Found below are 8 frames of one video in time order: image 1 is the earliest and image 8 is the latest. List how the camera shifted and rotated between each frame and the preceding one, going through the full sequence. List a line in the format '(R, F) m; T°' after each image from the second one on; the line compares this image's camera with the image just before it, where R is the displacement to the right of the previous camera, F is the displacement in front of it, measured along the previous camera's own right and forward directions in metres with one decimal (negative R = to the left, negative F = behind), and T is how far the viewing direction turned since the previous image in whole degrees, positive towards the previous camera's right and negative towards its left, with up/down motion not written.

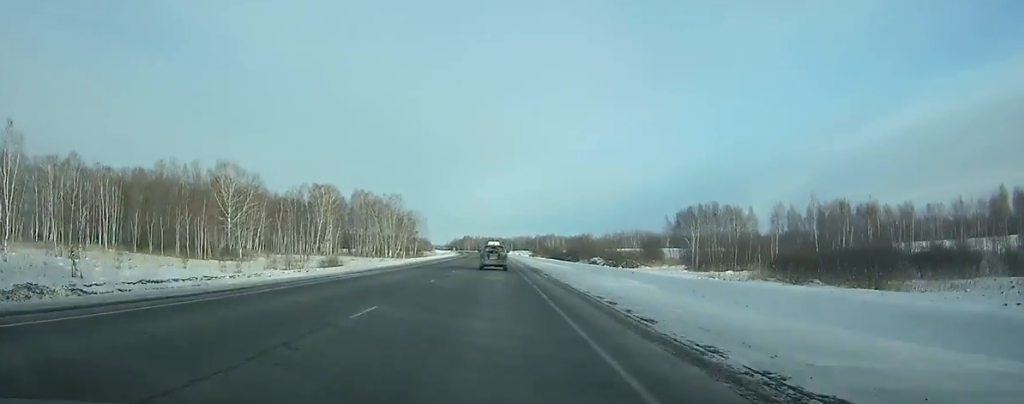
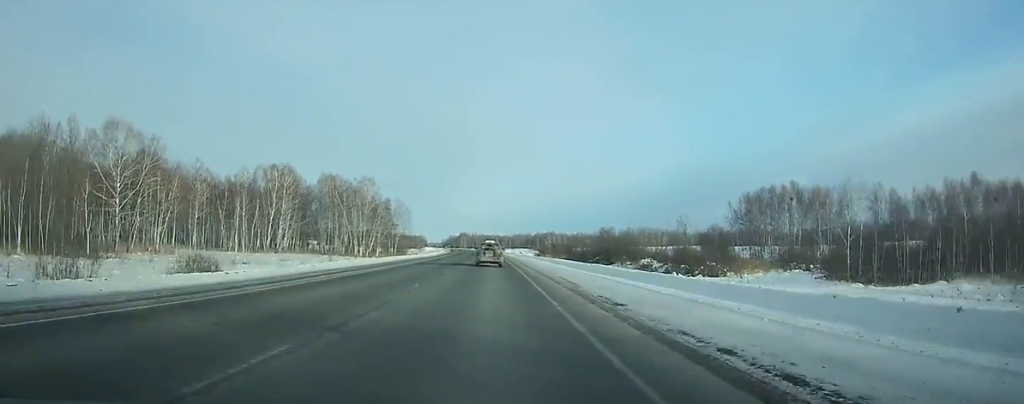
(0.0, +40.2) m; 0°
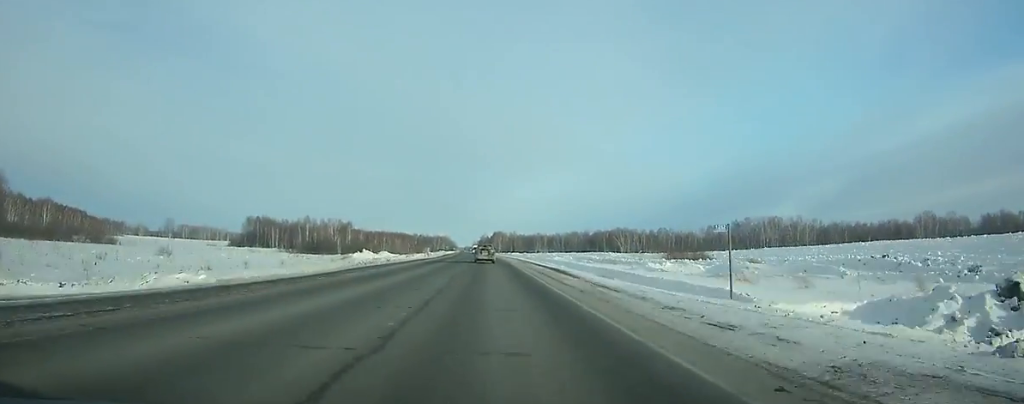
(-5.6, +211.9) m; -3°
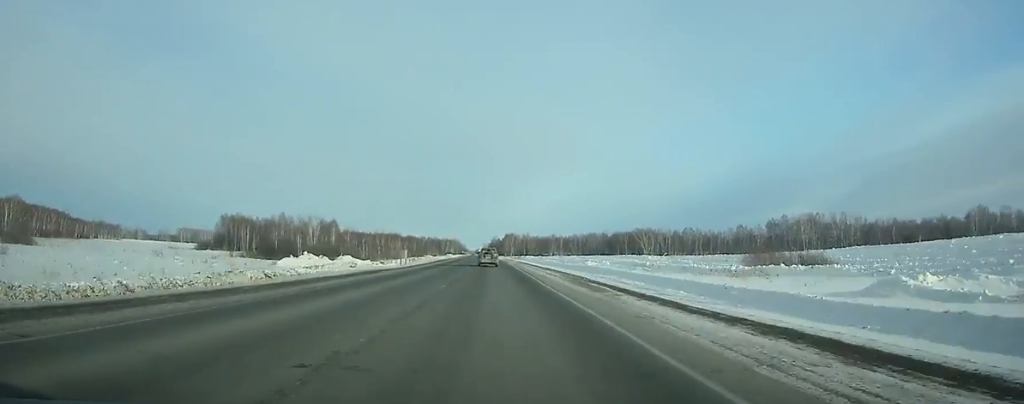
(-0.4, +38.5) m; -1°
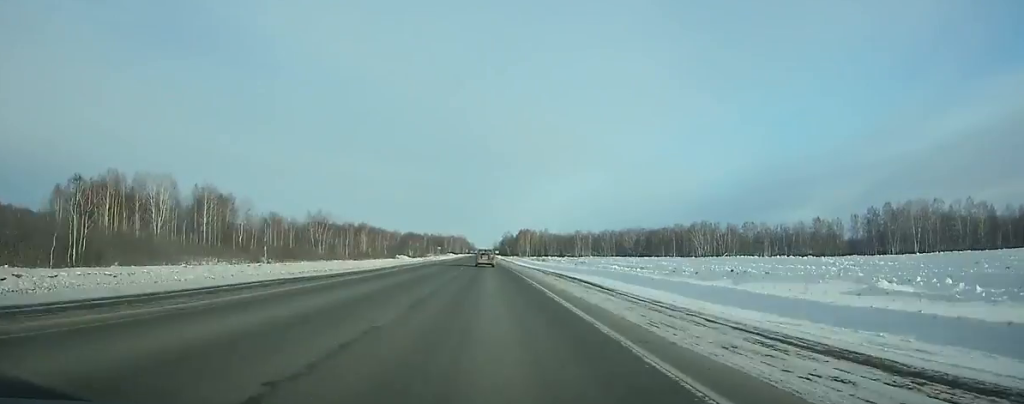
(-1.3, +92.7) m; -1°
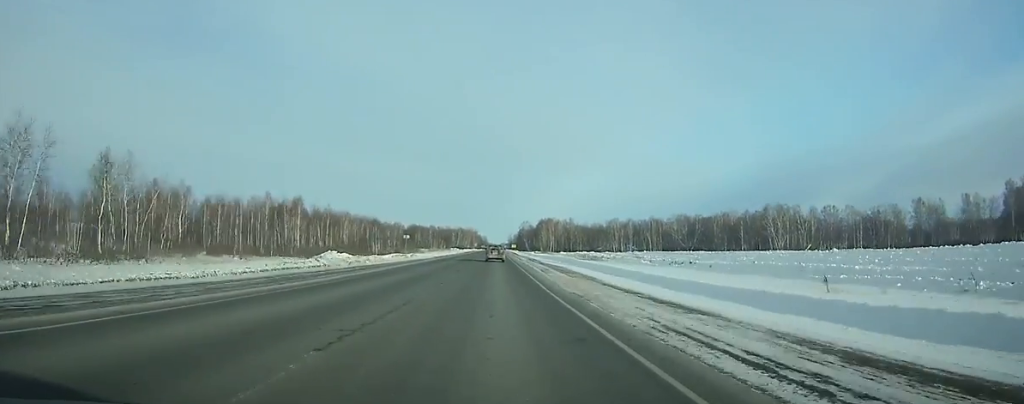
(-0.7, +77.8) m; -1°
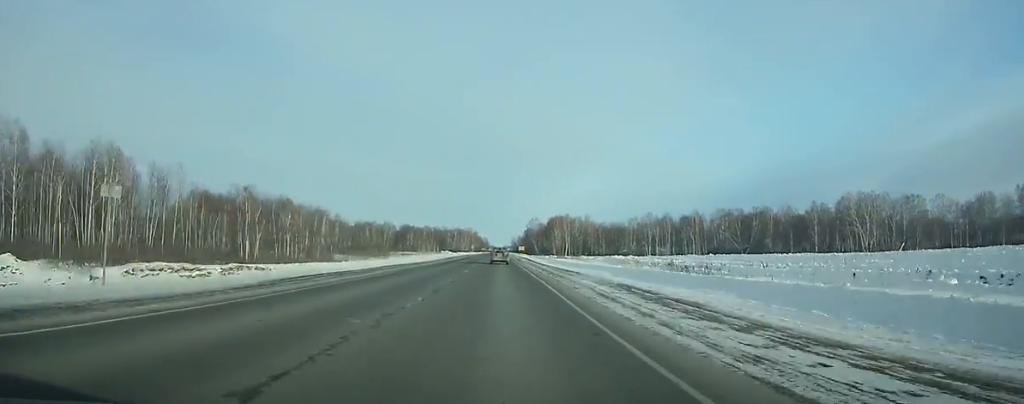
(-0.3, +62.5) m; 0°
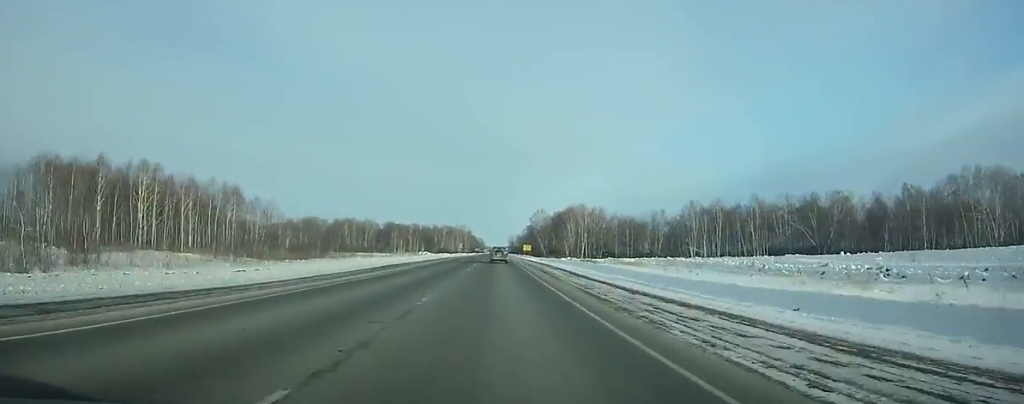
(-0.1, +59.9) m; 0°
